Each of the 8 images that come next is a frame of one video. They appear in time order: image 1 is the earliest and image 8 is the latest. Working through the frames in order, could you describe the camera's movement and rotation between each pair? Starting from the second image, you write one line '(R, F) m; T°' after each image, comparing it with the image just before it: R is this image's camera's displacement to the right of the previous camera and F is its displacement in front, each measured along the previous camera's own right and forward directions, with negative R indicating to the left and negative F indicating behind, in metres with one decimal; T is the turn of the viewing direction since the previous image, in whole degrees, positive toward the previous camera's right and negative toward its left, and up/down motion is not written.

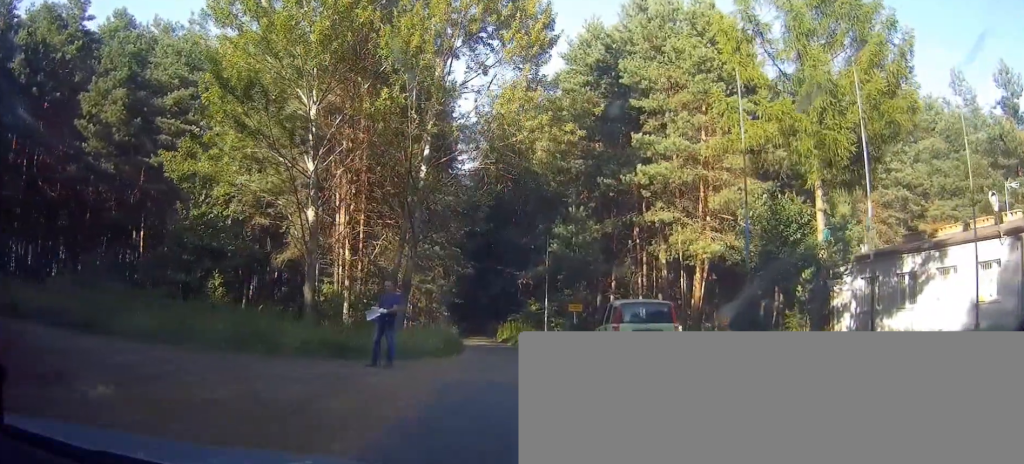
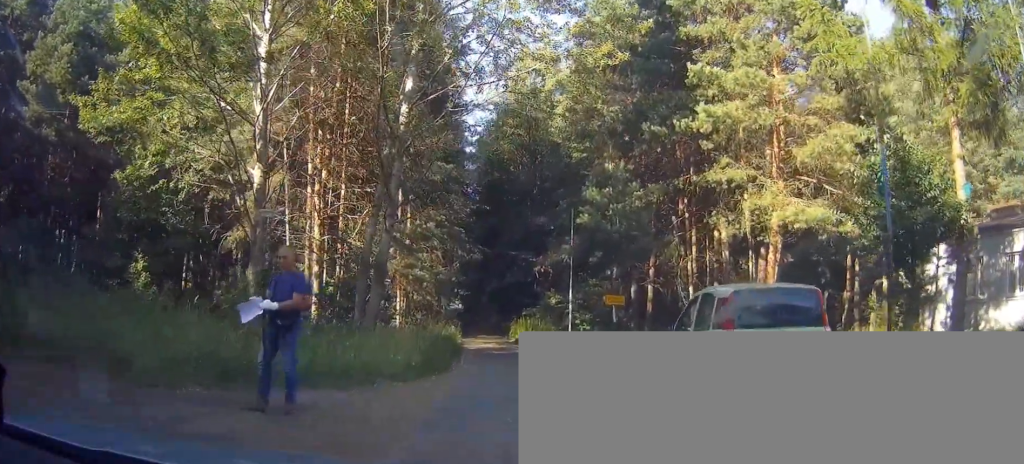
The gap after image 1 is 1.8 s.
(-0.4, +6.8) m; -8°
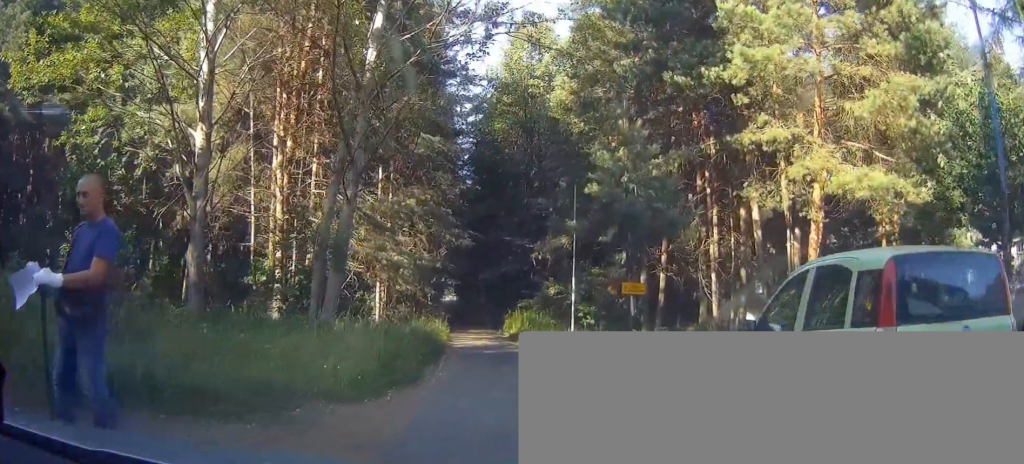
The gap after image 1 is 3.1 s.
(-0.1, +3.0) m; -4°
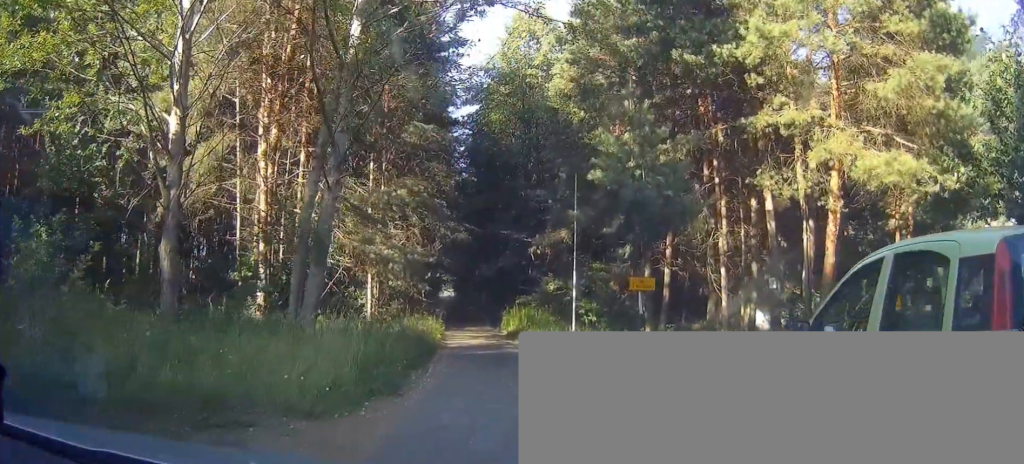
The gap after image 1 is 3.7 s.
(0.0, +1.0) m; 0°
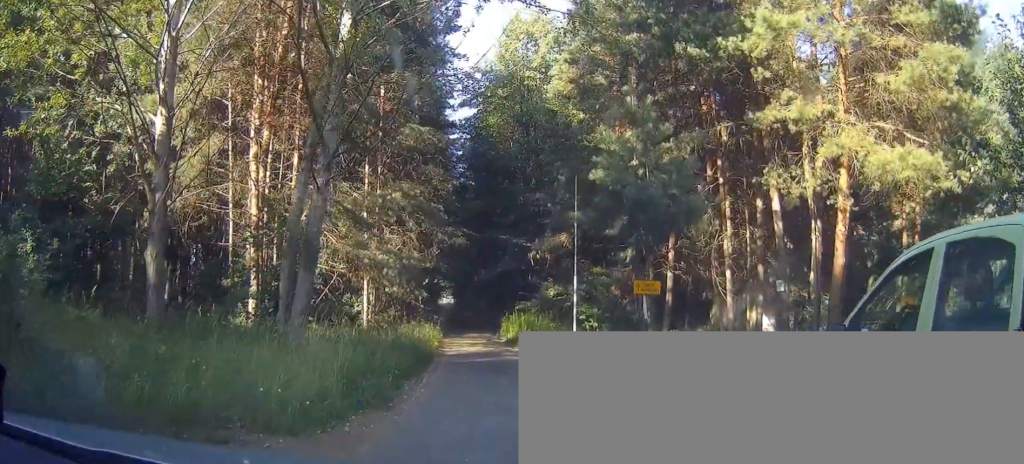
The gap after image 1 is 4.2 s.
(0.0, +0.6) m; 0°
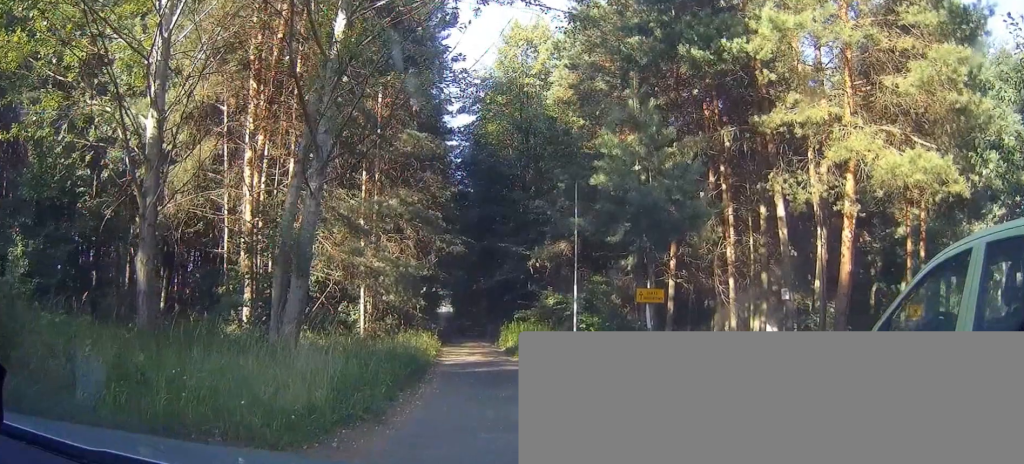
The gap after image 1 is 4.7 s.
(0.0, +0.4) m; 0°
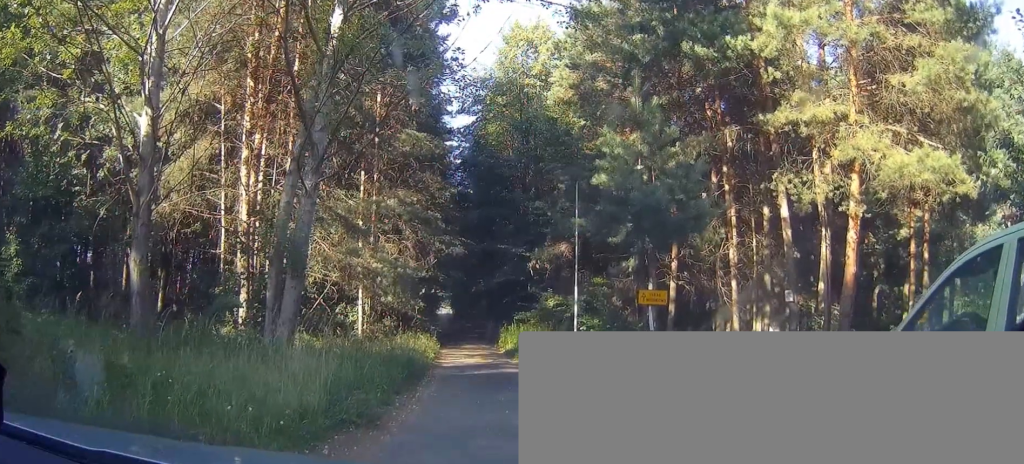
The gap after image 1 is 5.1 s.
(0.0, +0.3) m; 0°
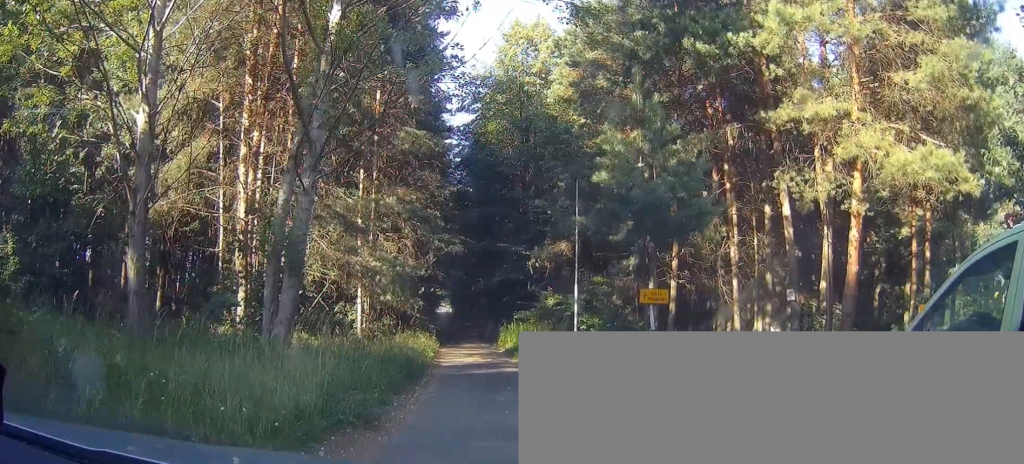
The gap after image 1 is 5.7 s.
(0.0, +0.2) m; 0°
